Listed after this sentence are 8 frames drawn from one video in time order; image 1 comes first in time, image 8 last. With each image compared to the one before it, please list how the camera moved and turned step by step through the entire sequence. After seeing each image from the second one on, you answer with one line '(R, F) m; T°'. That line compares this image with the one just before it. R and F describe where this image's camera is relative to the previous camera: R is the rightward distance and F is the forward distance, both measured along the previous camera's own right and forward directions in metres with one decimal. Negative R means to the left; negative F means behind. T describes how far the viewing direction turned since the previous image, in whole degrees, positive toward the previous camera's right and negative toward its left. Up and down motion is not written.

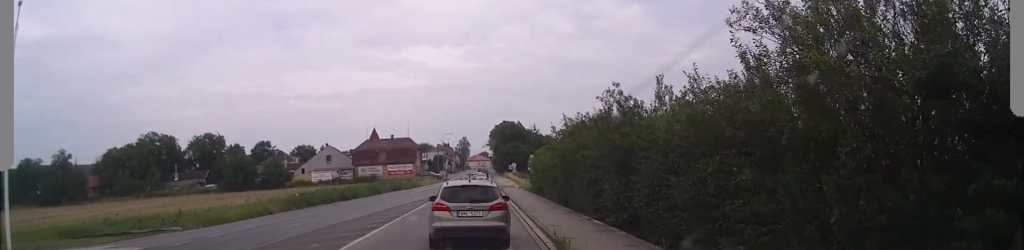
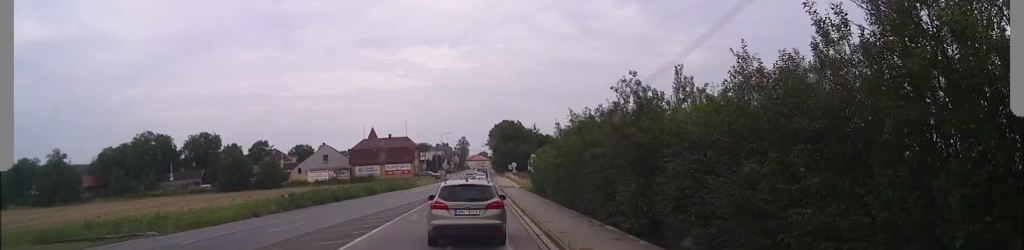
(-0.1, +2.4) m; -1°
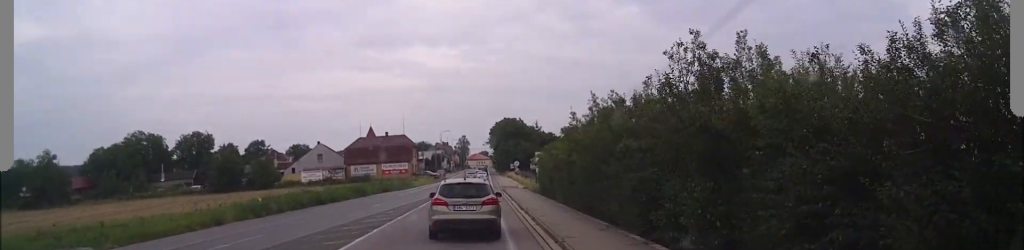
(-0.1, +5.2) m; +3°
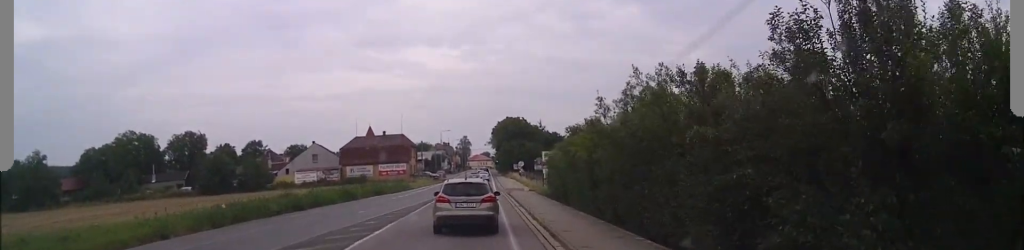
(+0.4, +5.6) m; 0°
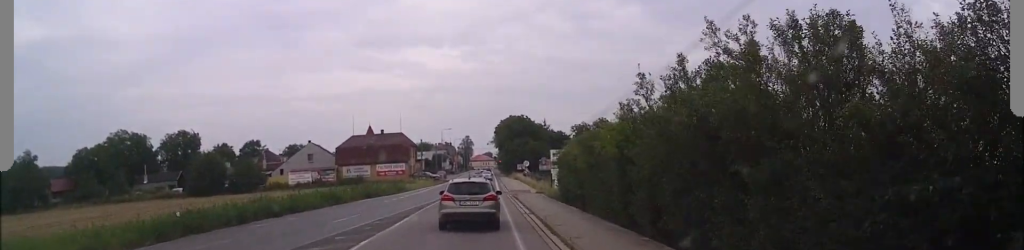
(-0.3, +5.1) m; -2°
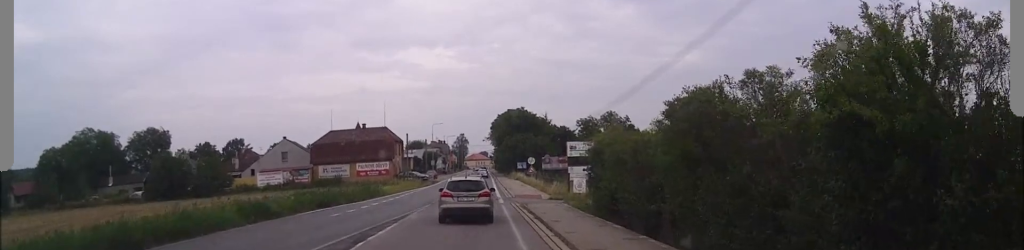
(+0.3, +13.8) m; -1°
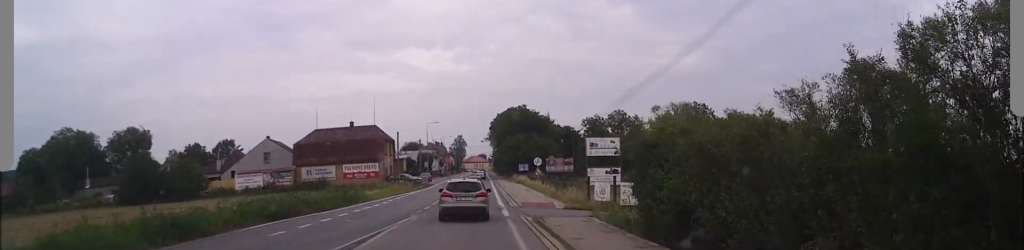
(-0.1, +8.5) m; +2°
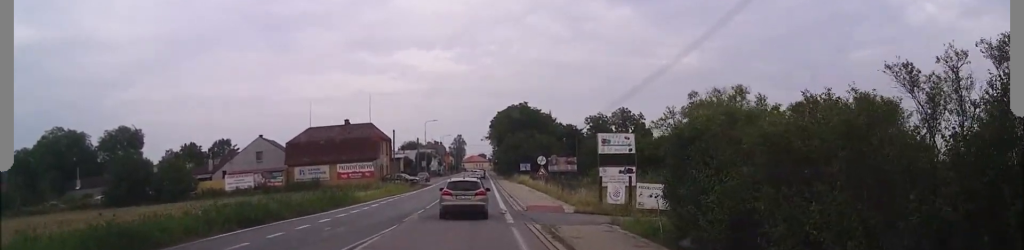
(+0.2, +3.6) m; +1°
